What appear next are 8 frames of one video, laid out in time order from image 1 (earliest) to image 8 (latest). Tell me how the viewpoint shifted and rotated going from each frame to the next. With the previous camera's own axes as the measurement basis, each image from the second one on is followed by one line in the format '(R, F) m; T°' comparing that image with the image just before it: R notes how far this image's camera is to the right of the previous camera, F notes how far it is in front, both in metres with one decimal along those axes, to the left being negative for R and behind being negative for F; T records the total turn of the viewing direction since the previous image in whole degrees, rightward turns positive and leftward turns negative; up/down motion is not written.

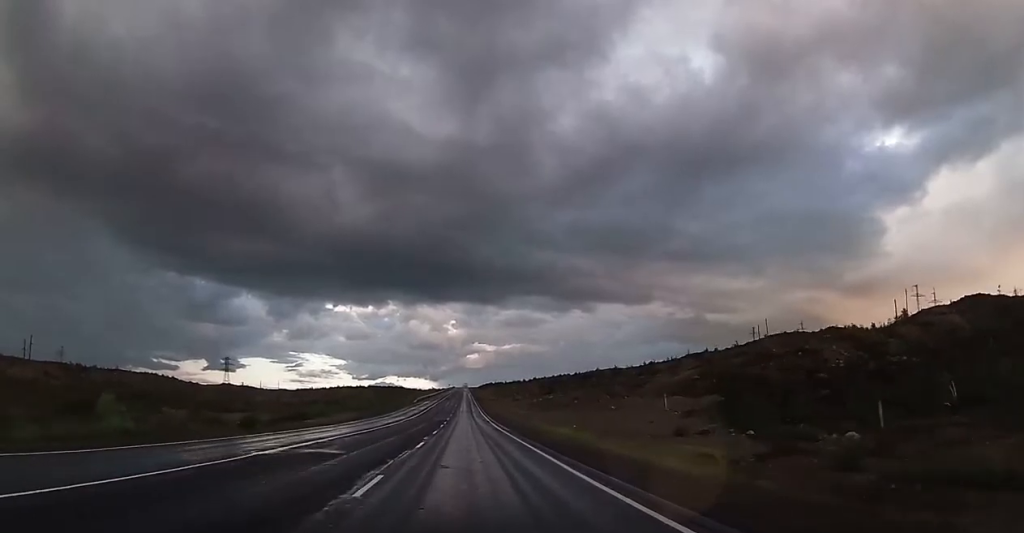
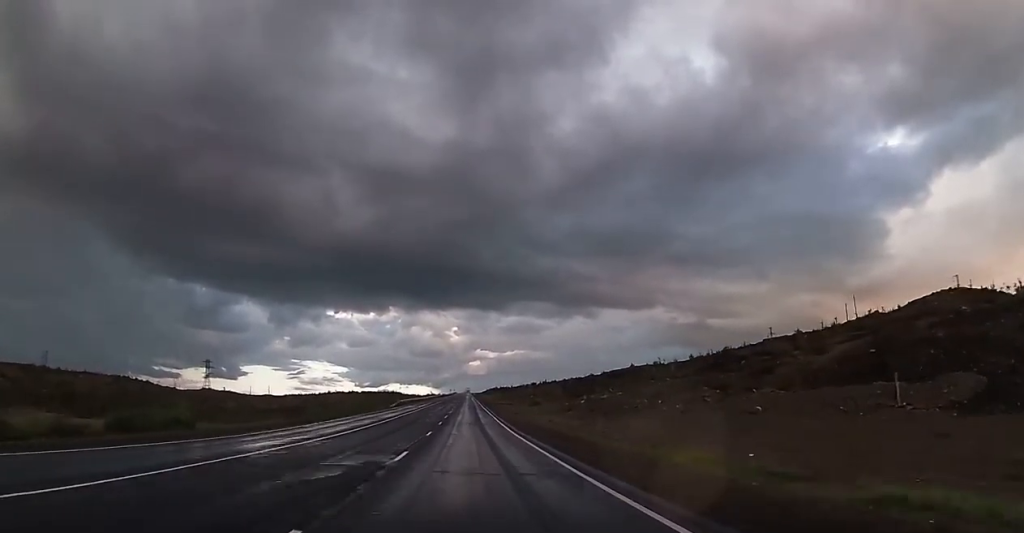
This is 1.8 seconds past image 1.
(+0.1, +48.1) m; 0°
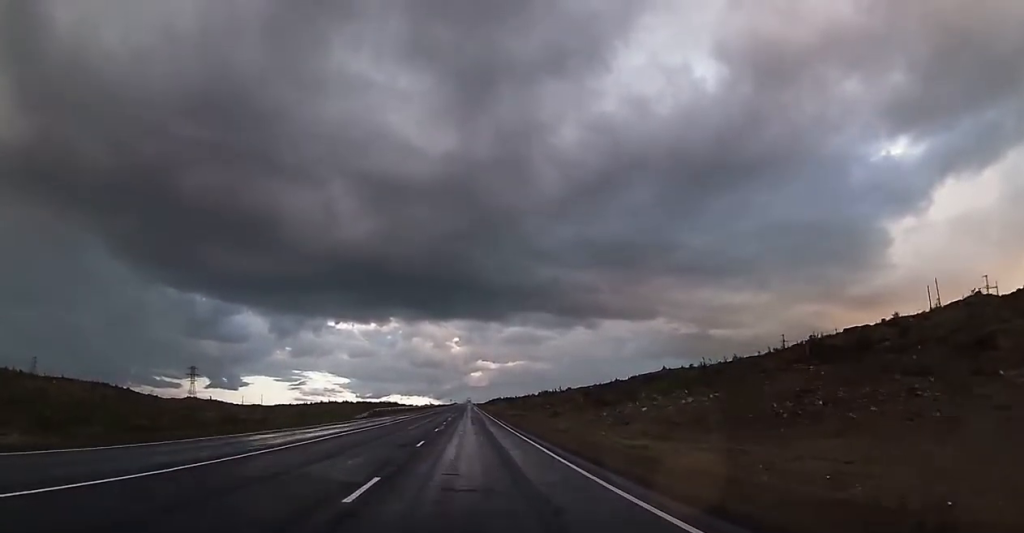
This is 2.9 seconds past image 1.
(0.0, +30.8) m; 0°
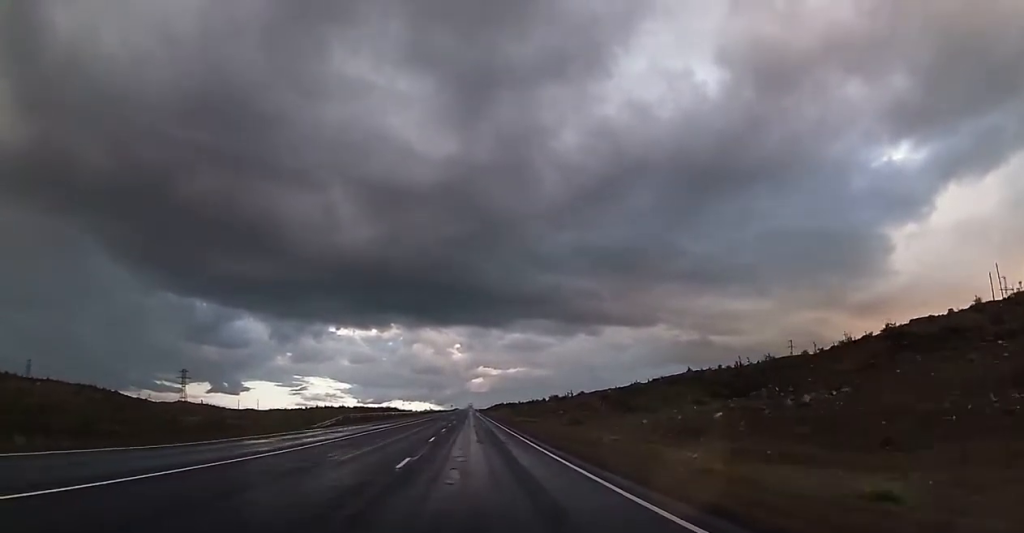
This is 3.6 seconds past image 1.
(+0.1, +18.1) m; 0°
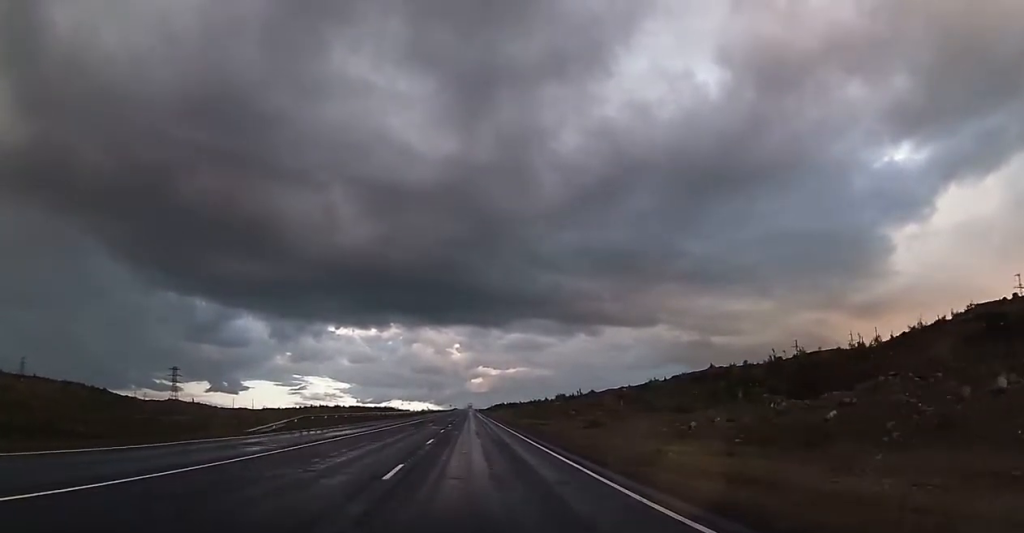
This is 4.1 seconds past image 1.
(-0.1, +14.5) m; 0°
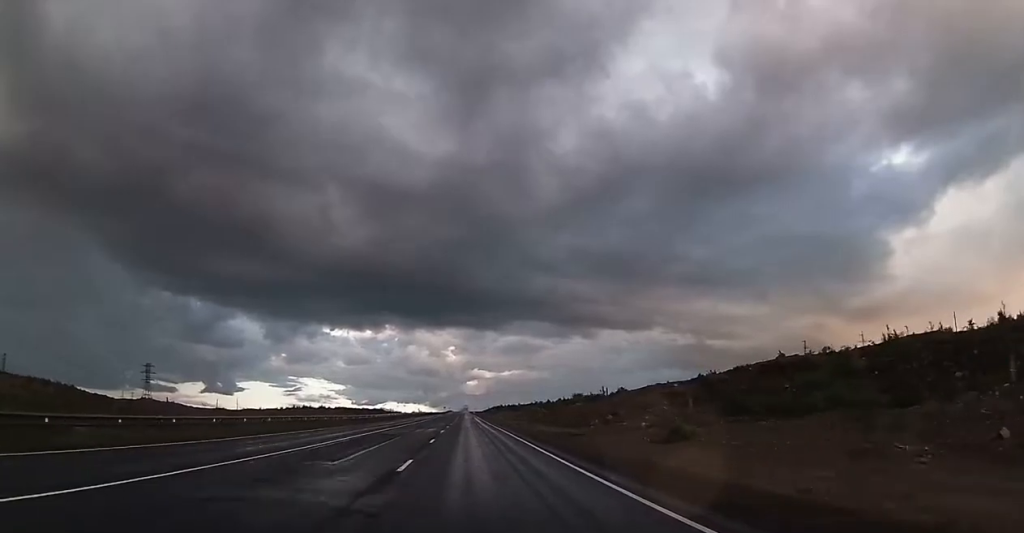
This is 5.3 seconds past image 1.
(-0.1, +33.4) m; 0°
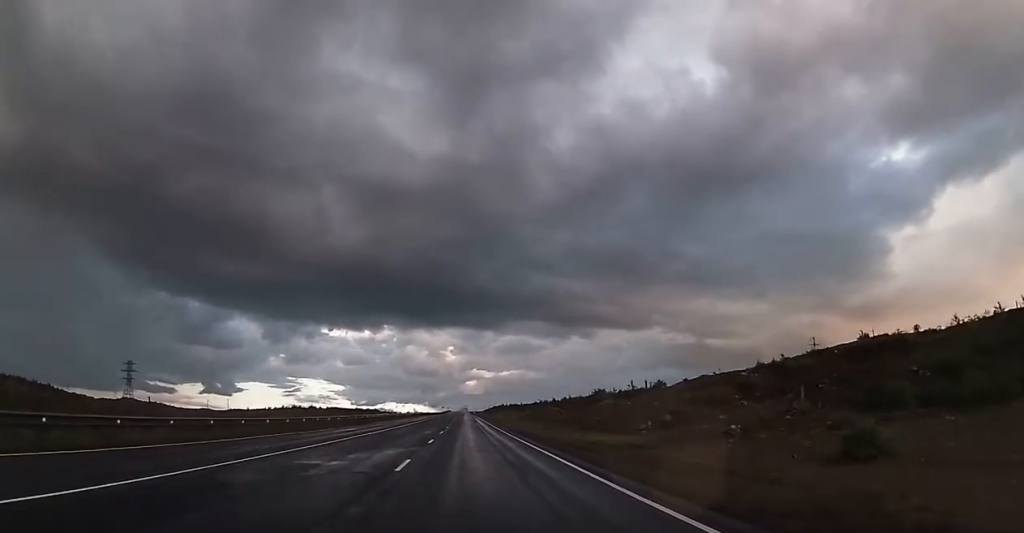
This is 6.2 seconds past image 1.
(0.0, +24.2) m; 0°
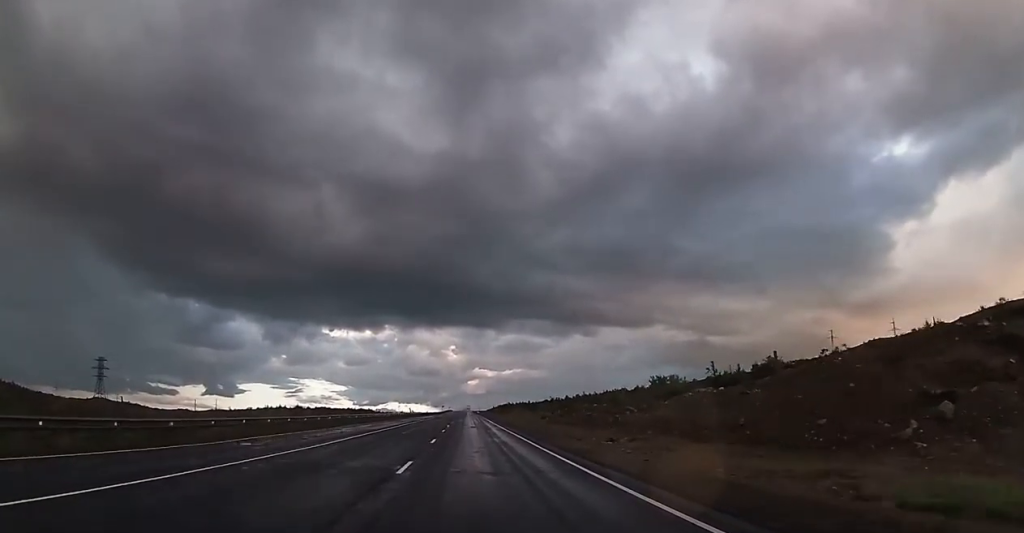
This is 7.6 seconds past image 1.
(+0.2, +36.5) m; 0°
